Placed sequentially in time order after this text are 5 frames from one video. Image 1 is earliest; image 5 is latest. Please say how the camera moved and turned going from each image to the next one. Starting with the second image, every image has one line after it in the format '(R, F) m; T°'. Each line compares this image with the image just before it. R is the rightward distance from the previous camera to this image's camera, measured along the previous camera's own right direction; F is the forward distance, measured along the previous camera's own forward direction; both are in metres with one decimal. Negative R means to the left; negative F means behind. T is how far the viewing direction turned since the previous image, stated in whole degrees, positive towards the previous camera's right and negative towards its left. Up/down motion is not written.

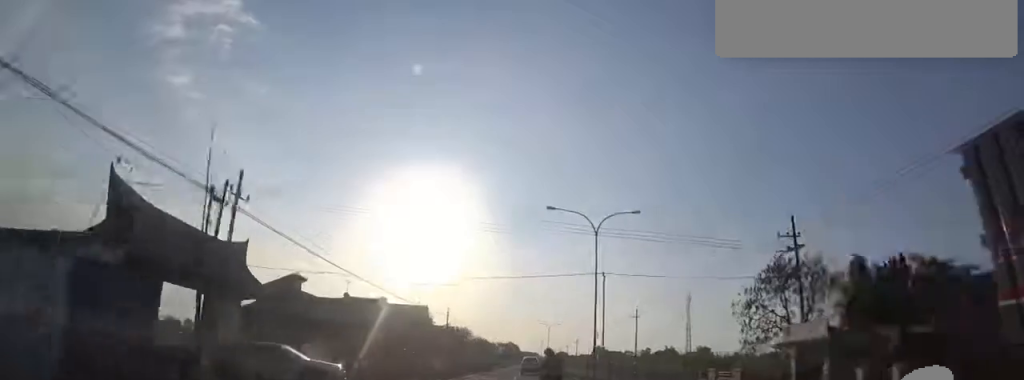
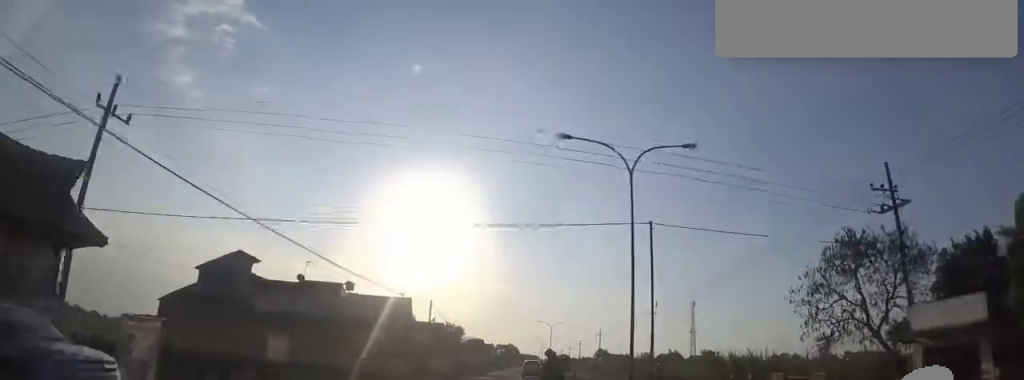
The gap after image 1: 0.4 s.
(0.0, +9.0) m; 0°
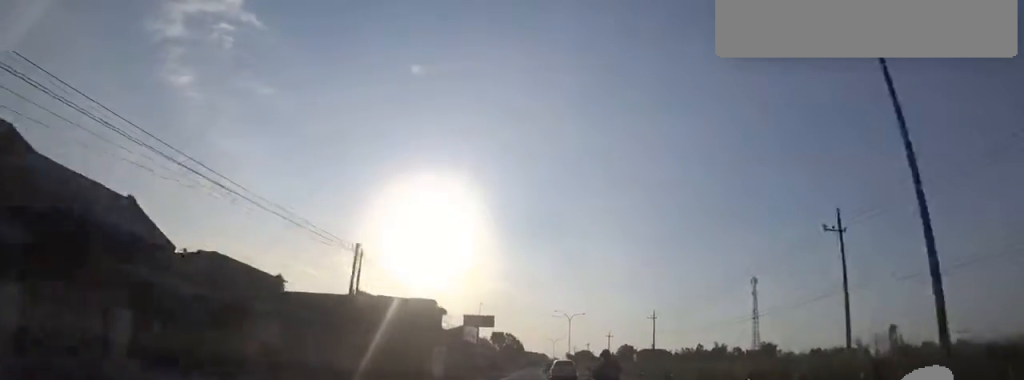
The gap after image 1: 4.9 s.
(-2.9, +91.7) m; -2°
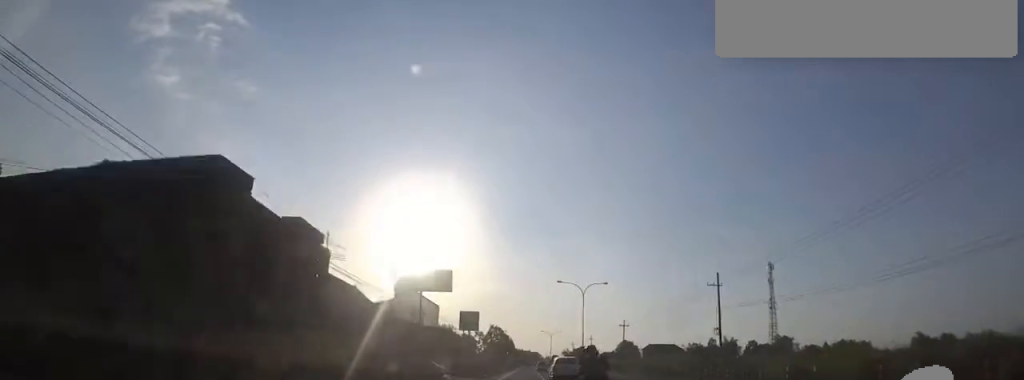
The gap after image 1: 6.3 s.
(-0.3, +29.8) m; +1°
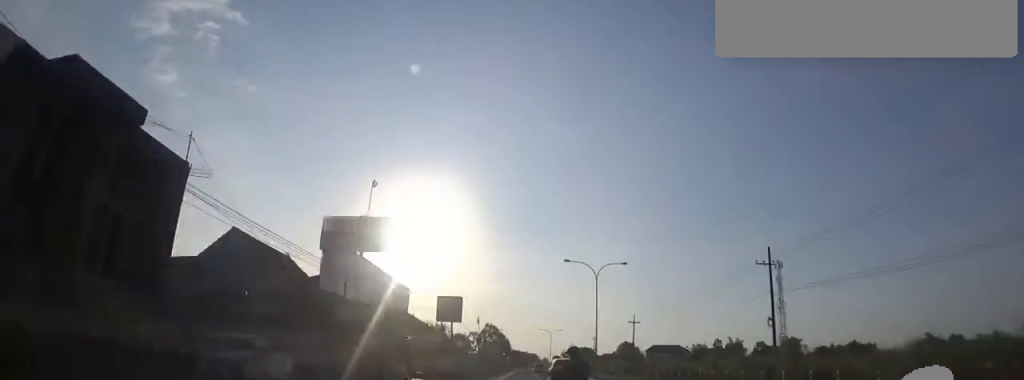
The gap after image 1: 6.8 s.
(+0.2, +11.3) m; +1°
